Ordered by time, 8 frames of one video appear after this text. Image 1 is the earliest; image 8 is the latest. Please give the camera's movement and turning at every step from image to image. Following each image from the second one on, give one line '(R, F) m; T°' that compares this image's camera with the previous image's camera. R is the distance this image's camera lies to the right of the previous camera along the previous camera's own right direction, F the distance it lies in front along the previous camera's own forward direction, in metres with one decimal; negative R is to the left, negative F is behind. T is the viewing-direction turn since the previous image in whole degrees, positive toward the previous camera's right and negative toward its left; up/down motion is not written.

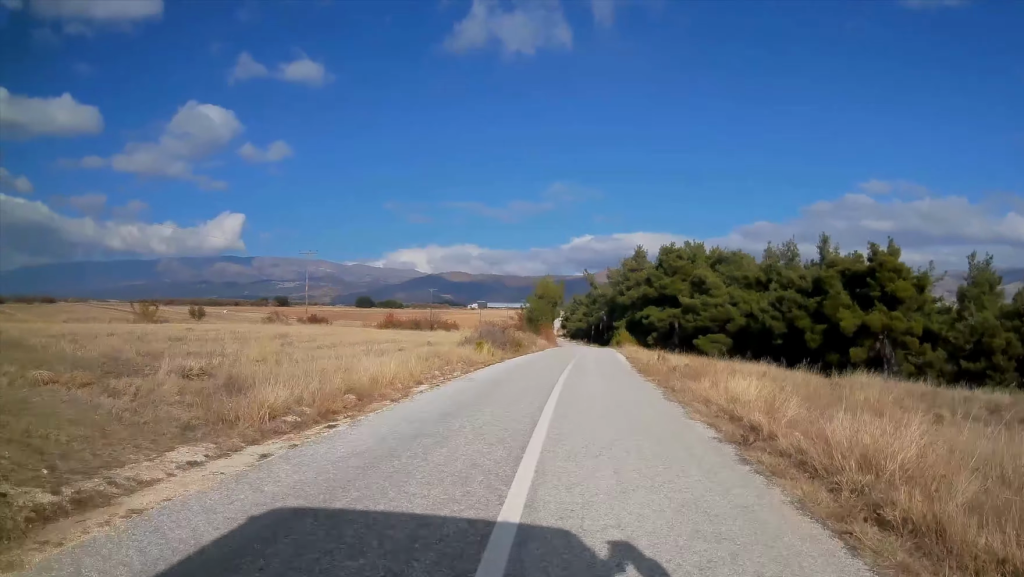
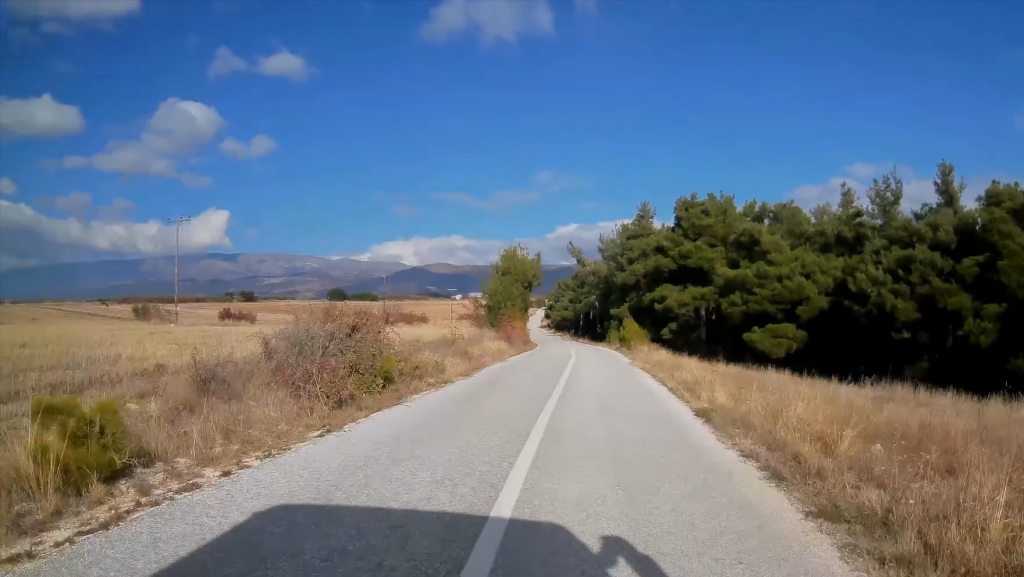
(0.0, +26.3) m; +1°
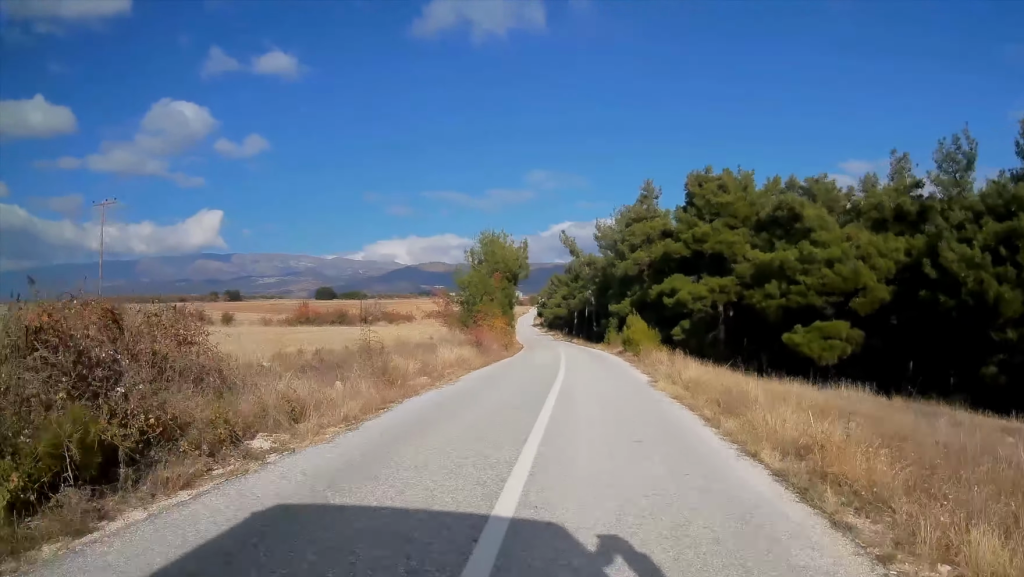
(0.0, +10.0) m; 0°
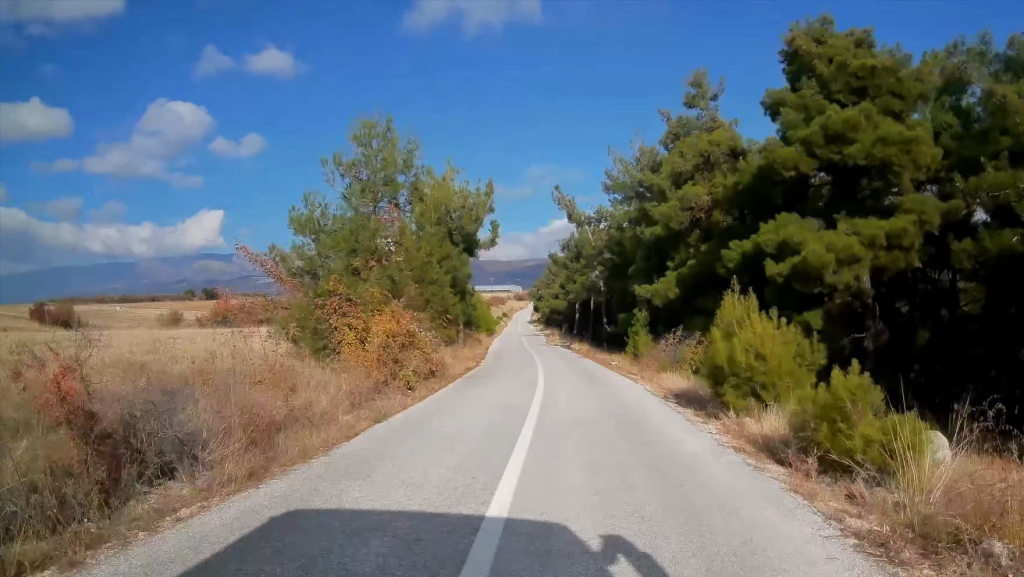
(-0.2, +25.0) m; -1°
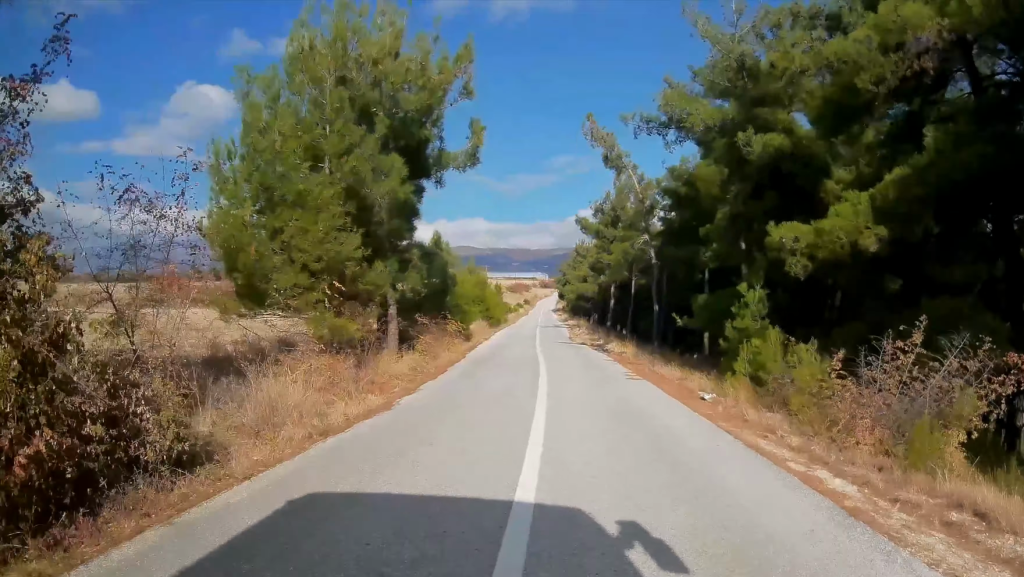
(0.0, +16.7) m; -1°
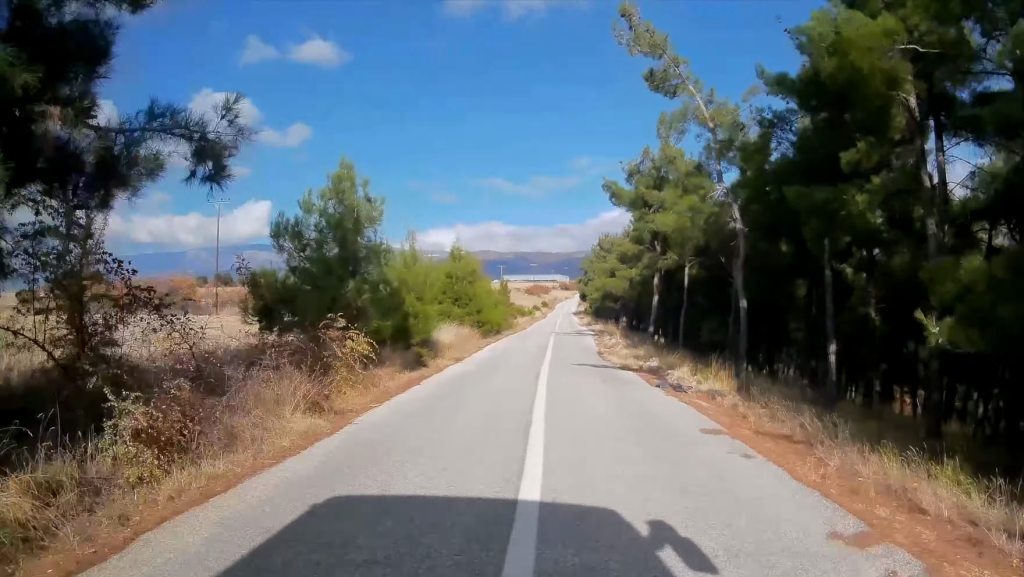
(-0.2, +14.3) m; -1°
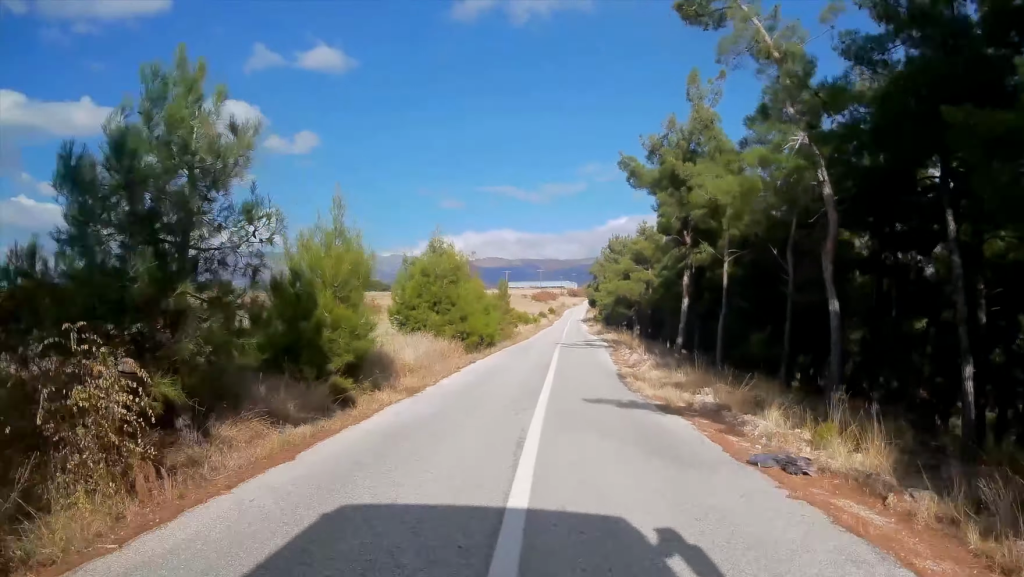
(0.0, +7.0) m; -1°
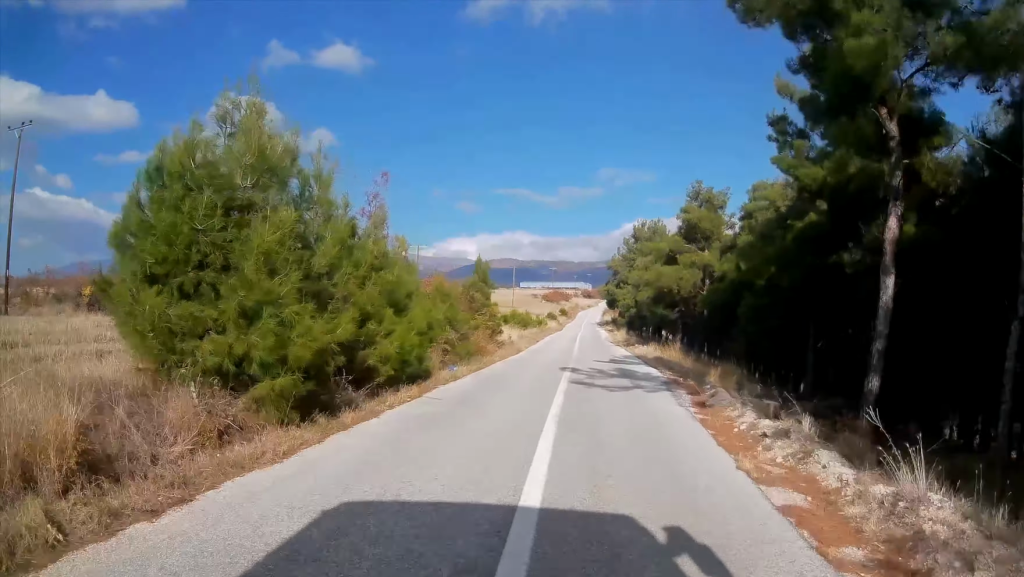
(-0.3, +18.1) m; -1°
